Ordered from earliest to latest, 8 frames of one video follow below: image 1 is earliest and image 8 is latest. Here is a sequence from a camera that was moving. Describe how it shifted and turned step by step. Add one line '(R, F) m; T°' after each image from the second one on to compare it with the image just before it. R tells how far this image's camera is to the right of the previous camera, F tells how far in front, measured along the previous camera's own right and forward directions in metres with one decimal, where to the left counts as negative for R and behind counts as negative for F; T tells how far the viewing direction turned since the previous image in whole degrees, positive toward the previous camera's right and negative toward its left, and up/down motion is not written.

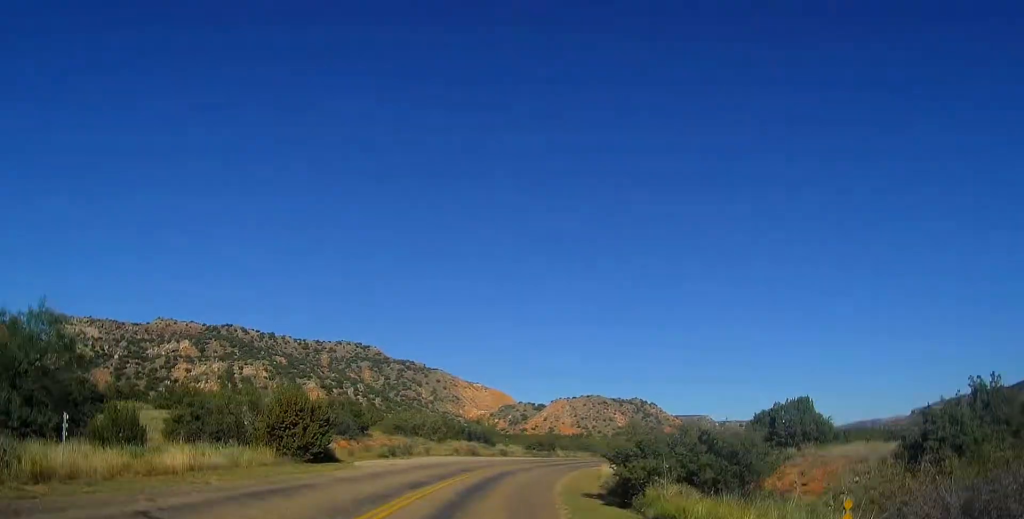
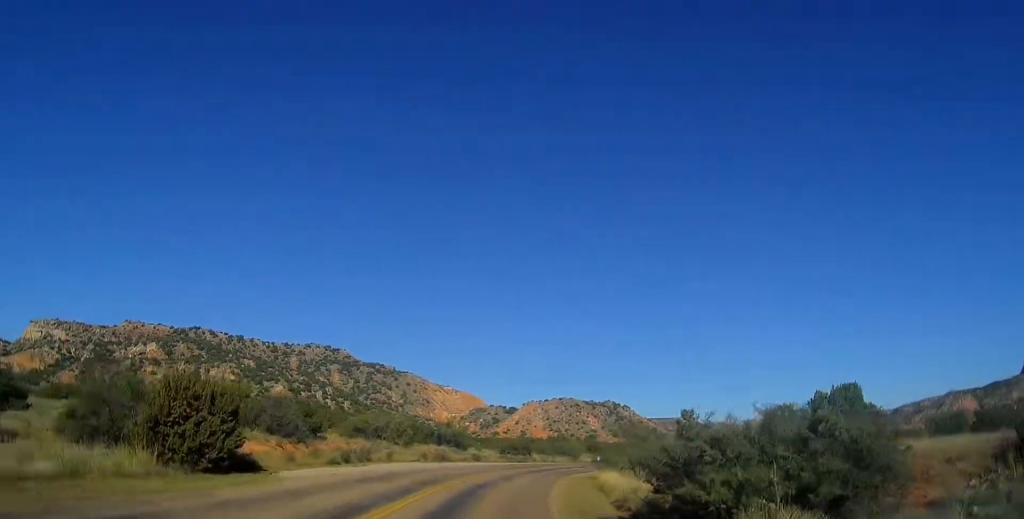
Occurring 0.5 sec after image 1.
(+0.2, +7.0) m; +3°
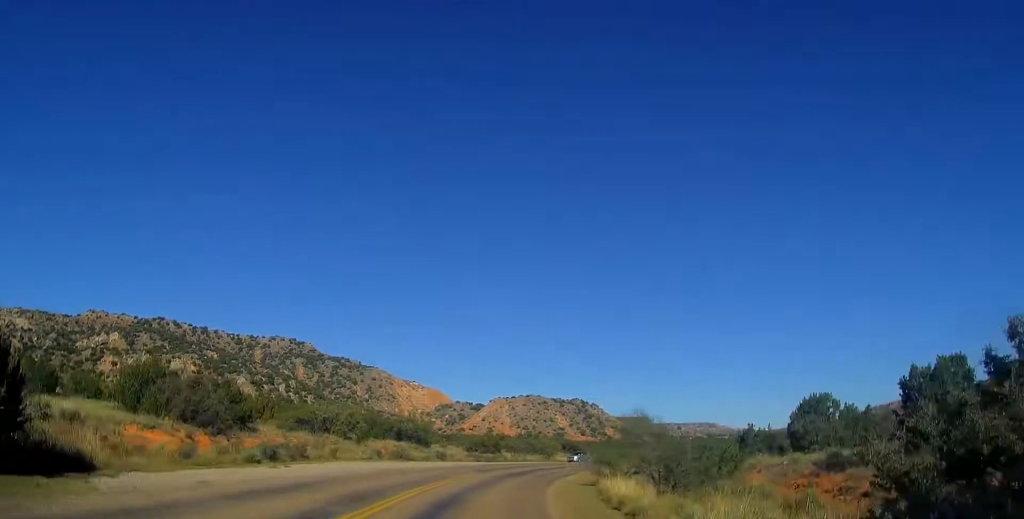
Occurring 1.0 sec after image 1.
(+0.4, +8.5) m; +5°
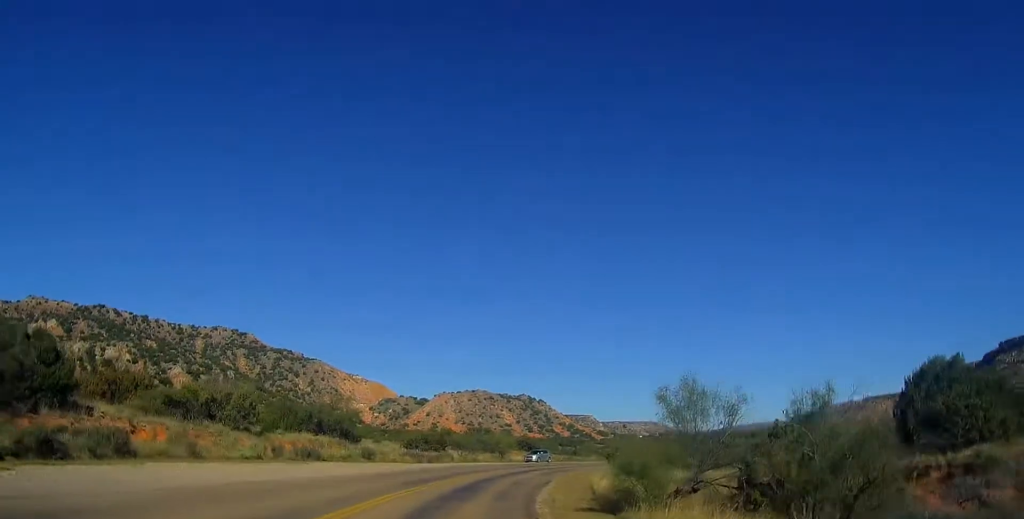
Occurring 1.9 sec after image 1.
(+0.9, +13.4) m; +5°
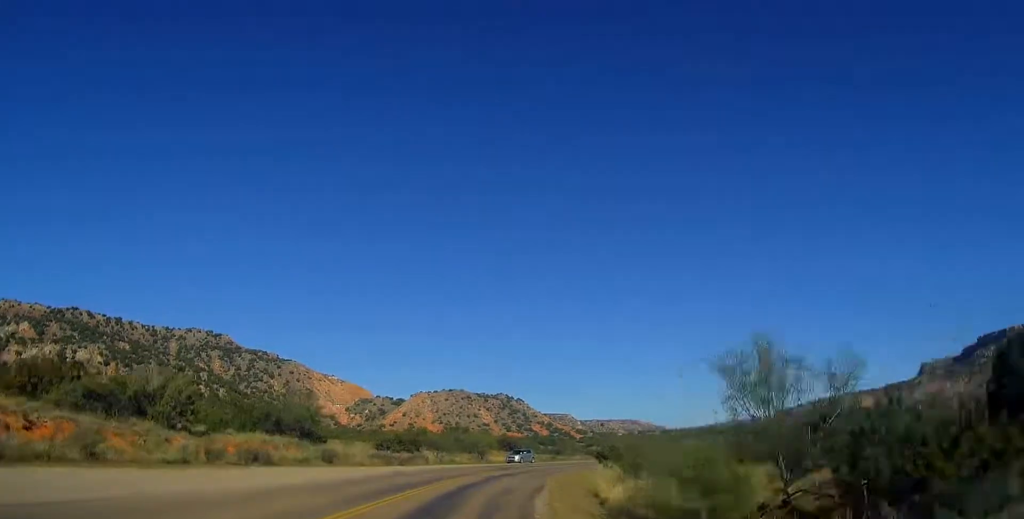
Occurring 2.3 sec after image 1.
(+0.1, +6.0) m; +1°
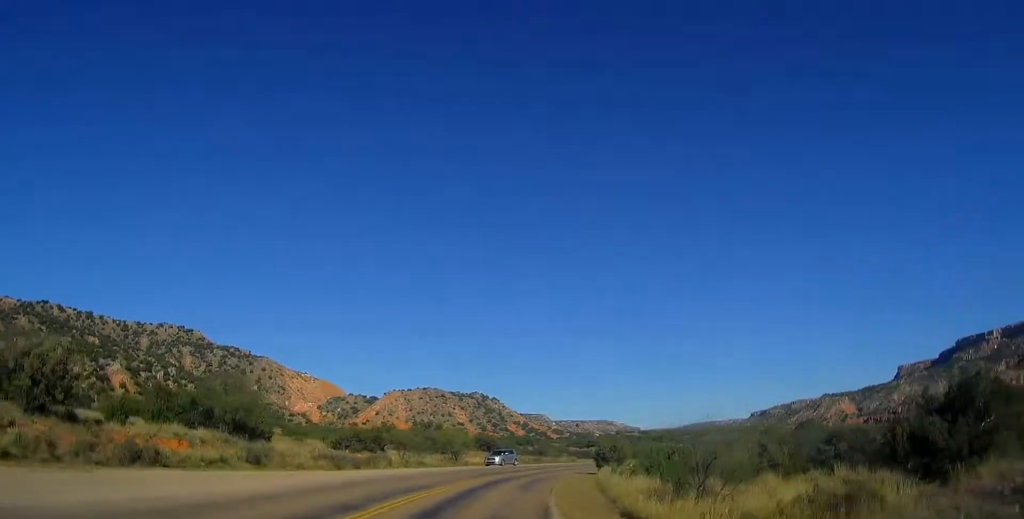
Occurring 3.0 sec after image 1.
(+0.1, +10.0) m; +1°
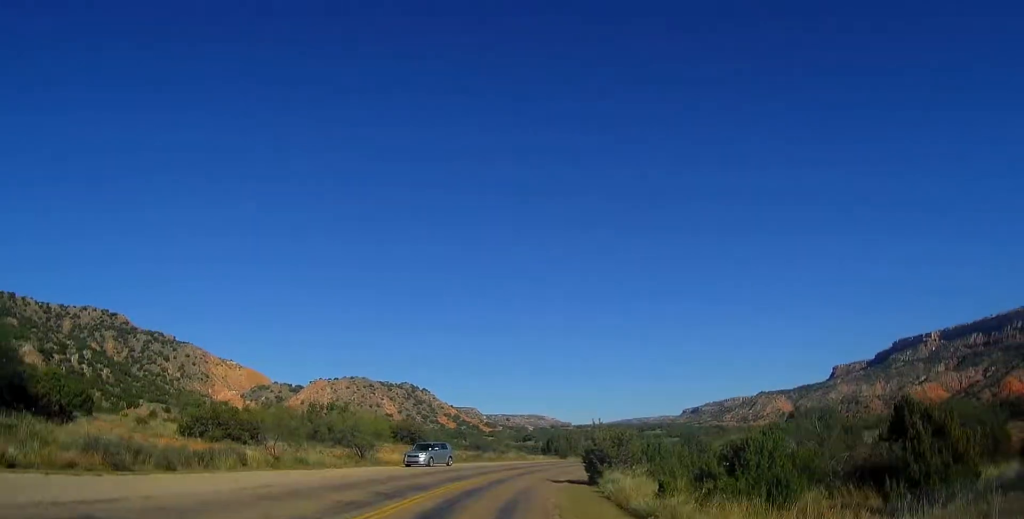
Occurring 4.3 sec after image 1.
(+0.4, +19.0) m; +7°
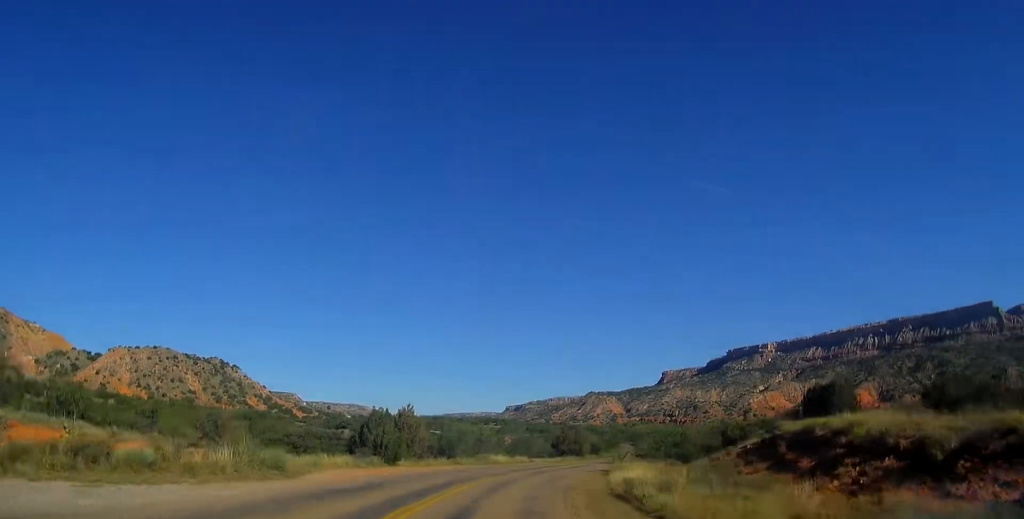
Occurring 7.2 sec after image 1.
(+6.0, +43.2) m; +18°
